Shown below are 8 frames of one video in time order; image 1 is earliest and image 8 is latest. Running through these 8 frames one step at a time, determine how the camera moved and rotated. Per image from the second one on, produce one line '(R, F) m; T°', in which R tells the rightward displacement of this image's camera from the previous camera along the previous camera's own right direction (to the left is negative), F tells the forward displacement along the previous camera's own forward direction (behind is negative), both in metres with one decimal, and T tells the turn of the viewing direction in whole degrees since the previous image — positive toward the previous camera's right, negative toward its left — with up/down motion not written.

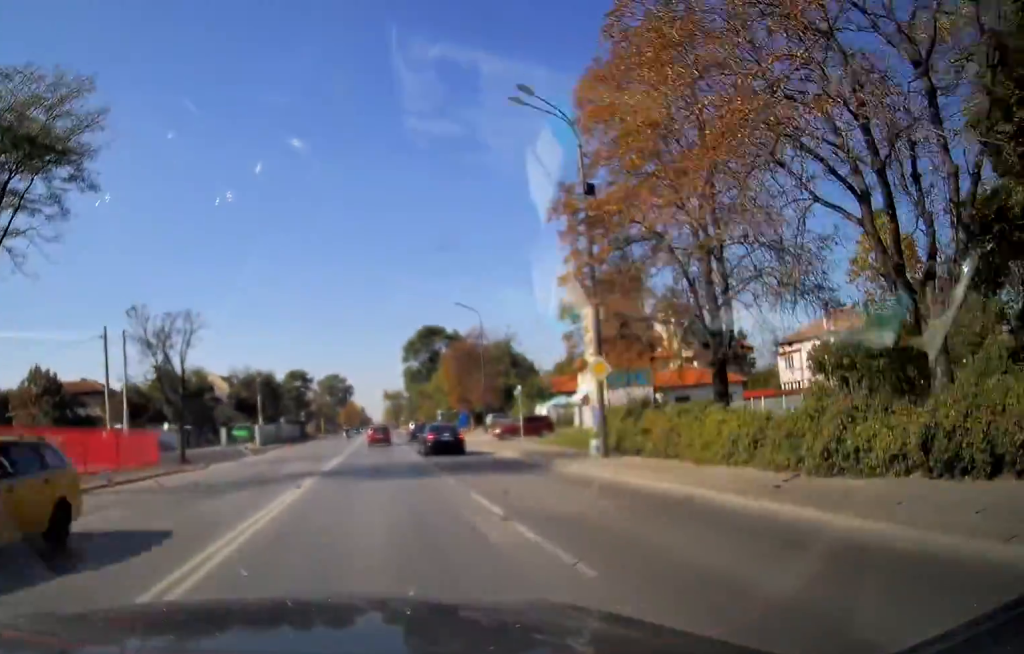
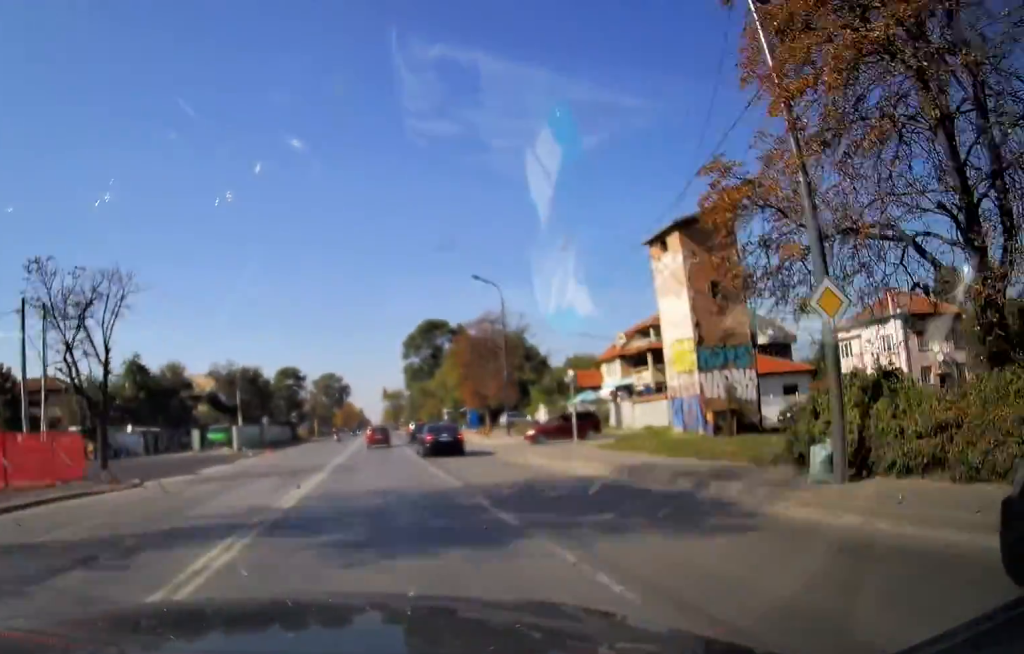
(0.0, +9.7) m; 0°
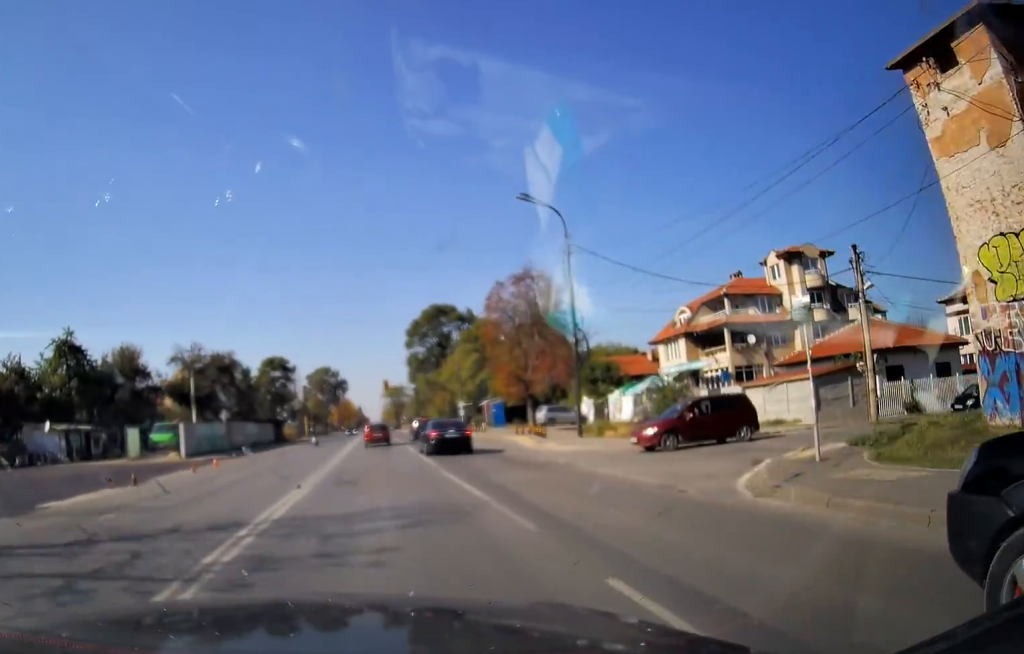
(0.0, +14.9) m; +1°
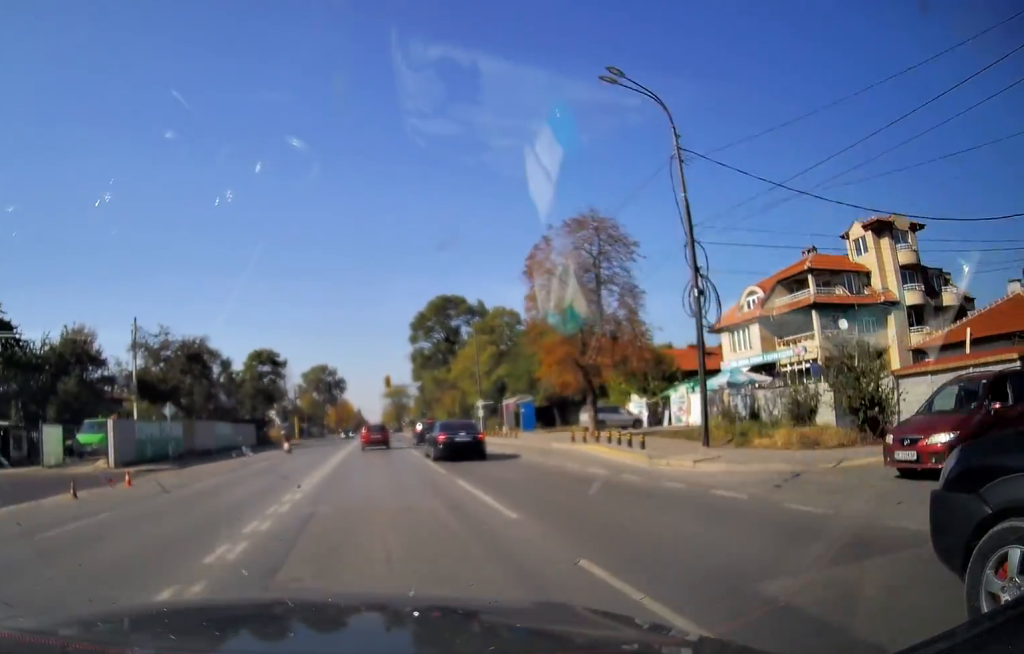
(+0.1, +11.4) m; +1°
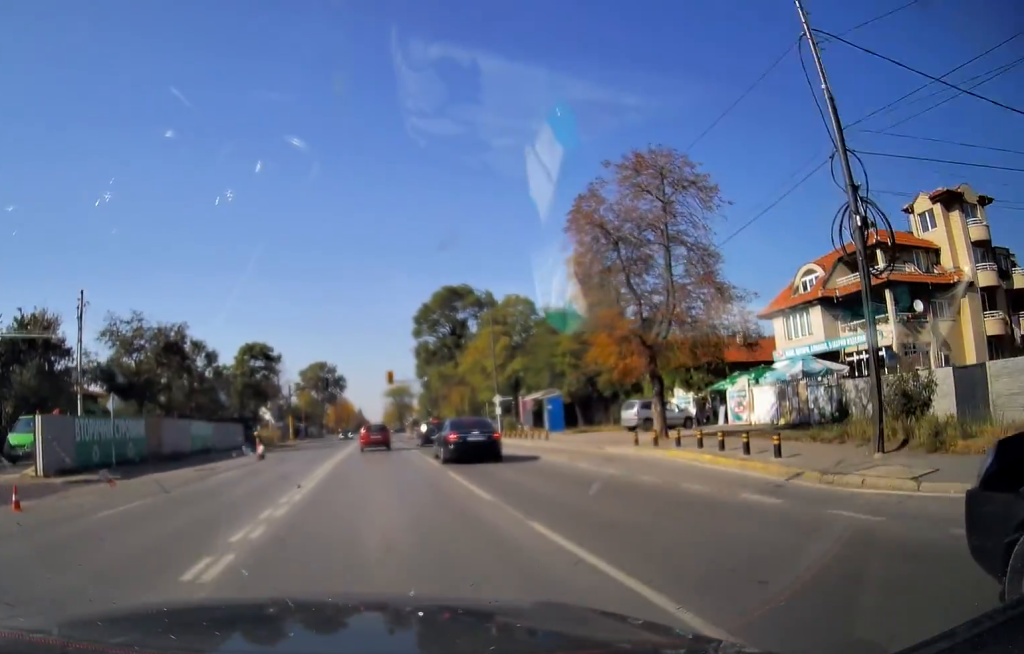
(+0.2, +7.3) m; 0°
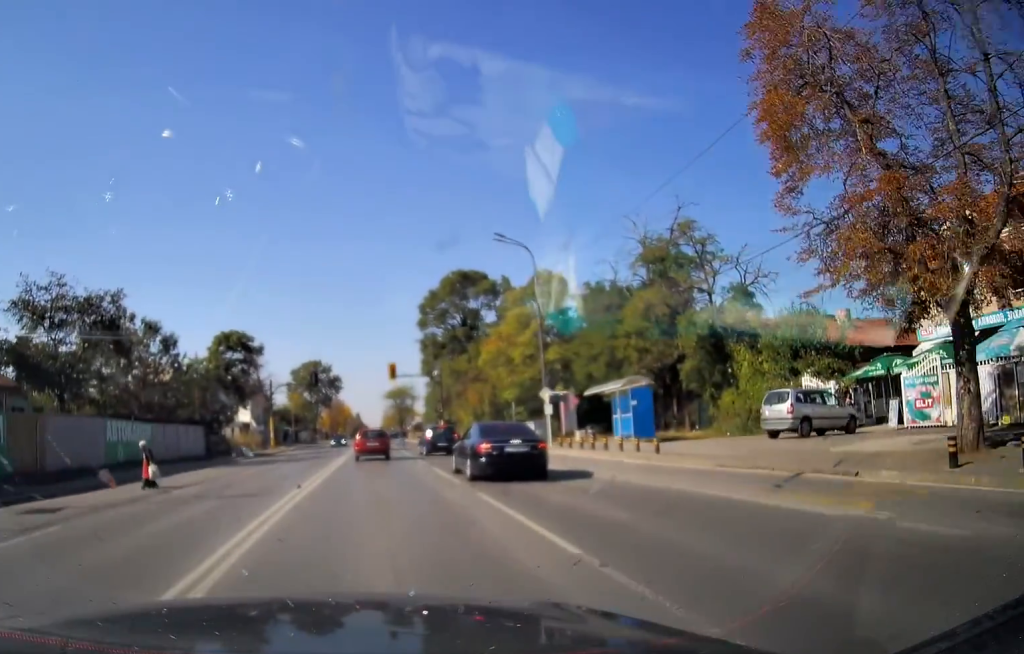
(-0.3, +14.6) m; -2°
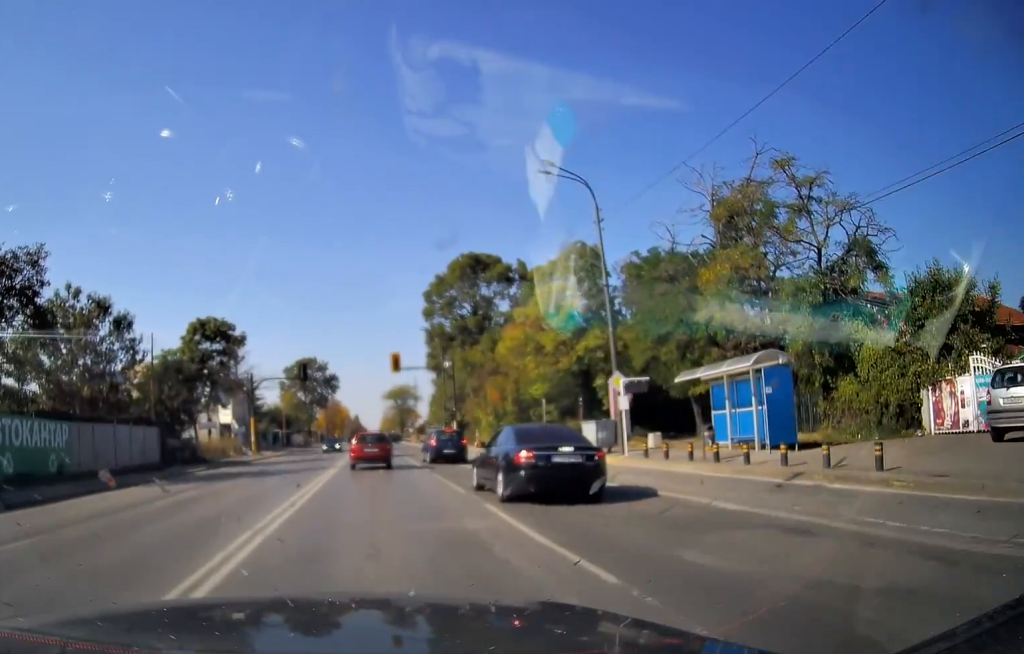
(-0.2, +10.8) m; -1°
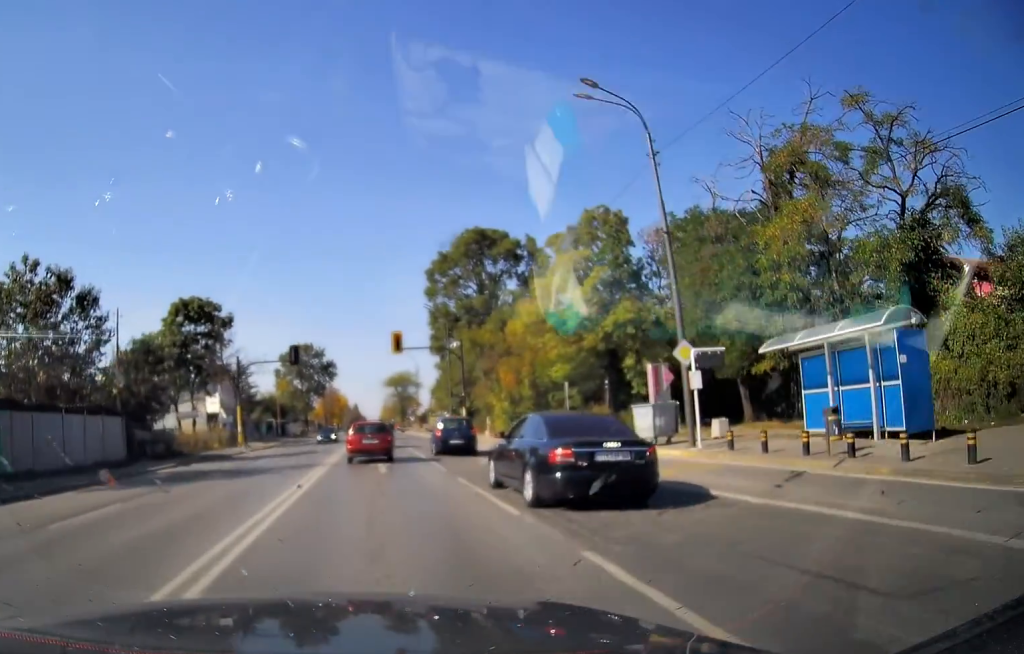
(0.0, +5.7) m; 0°
